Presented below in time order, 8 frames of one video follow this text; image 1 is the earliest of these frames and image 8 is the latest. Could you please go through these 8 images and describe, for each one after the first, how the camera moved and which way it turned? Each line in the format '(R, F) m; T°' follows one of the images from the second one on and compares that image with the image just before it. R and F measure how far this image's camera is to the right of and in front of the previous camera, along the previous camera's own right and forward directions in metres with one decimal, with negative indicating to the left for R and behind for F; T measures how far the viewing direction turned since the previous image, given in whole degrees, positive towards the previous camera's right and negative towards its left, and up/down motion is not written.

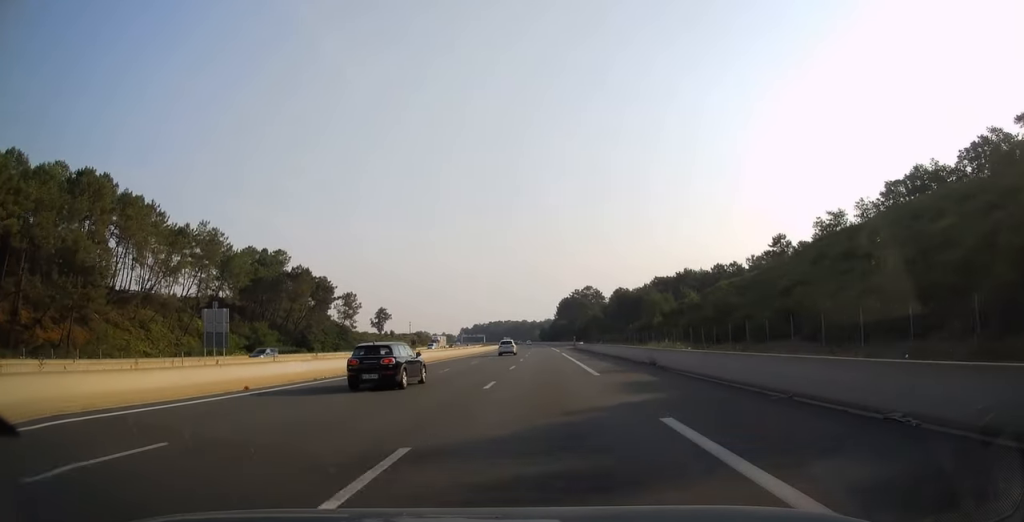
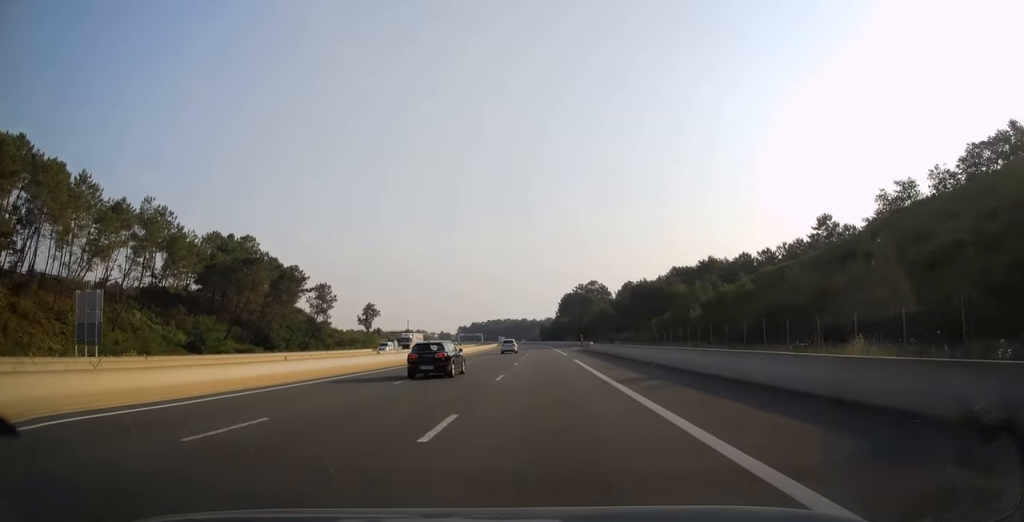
(0.0, +22.6) m; 0°
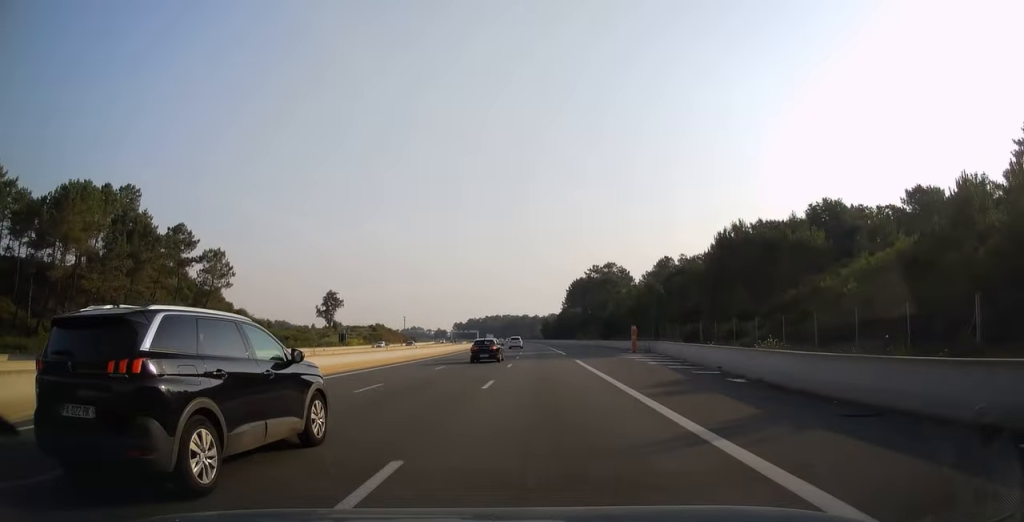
(-0.3, +56.5) m; 0°
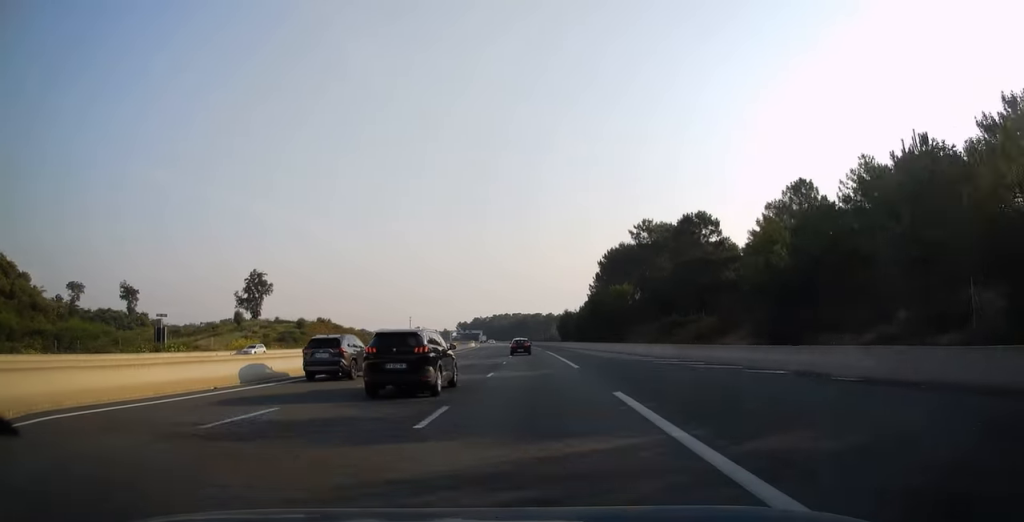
(-0.9, +72.4) m; -2°
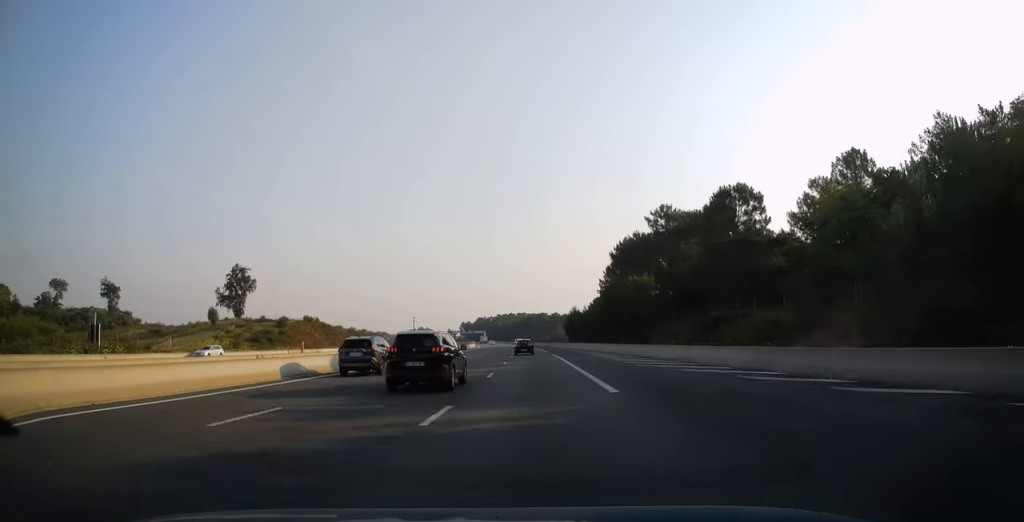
(-0.1, +12.8) m; 0°
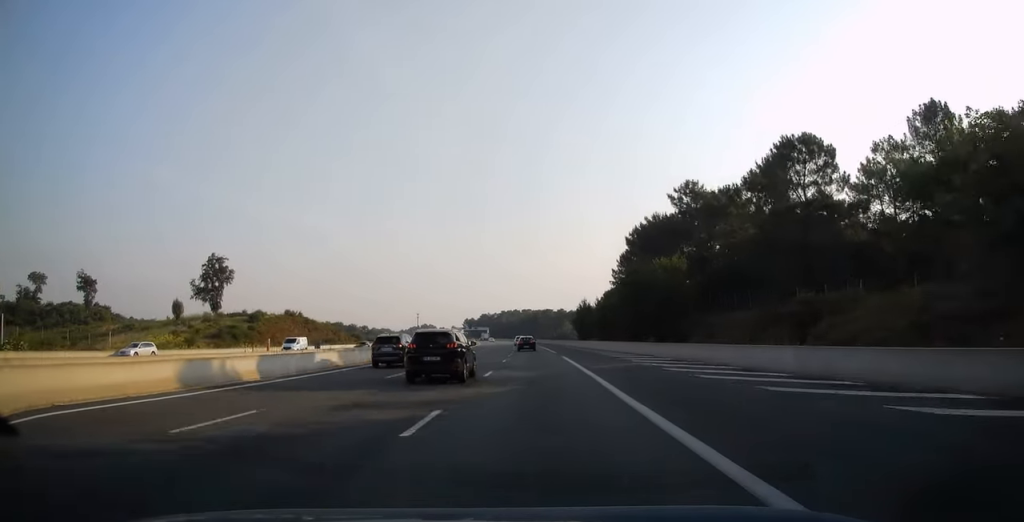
(0.0, +14.3) m; 0°
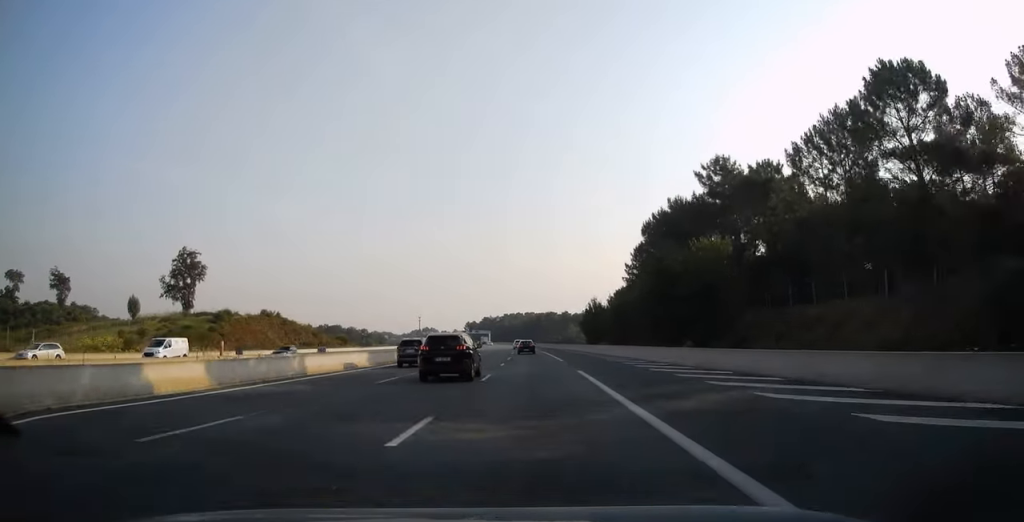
(-0.1, +13.8) m; 0°
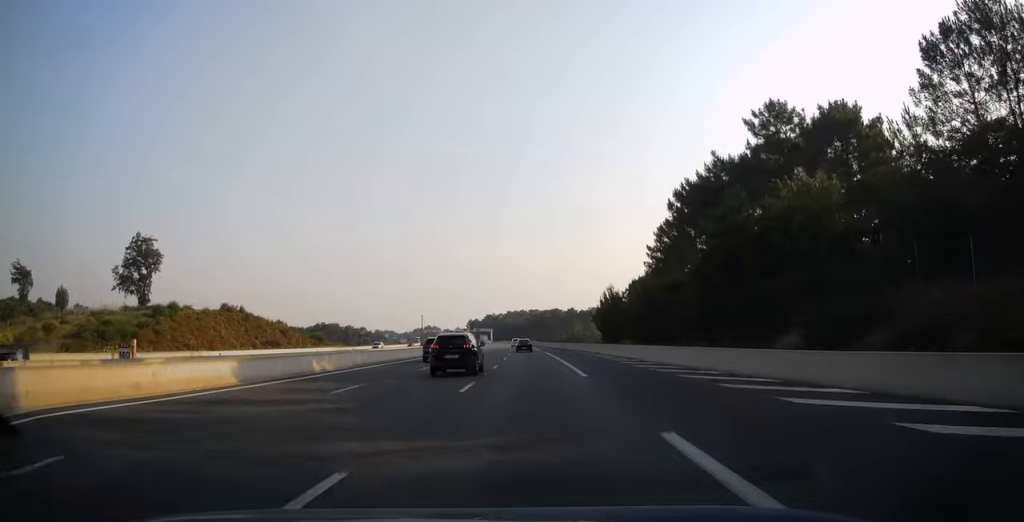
(-0.1, +17.7) m; -1°
